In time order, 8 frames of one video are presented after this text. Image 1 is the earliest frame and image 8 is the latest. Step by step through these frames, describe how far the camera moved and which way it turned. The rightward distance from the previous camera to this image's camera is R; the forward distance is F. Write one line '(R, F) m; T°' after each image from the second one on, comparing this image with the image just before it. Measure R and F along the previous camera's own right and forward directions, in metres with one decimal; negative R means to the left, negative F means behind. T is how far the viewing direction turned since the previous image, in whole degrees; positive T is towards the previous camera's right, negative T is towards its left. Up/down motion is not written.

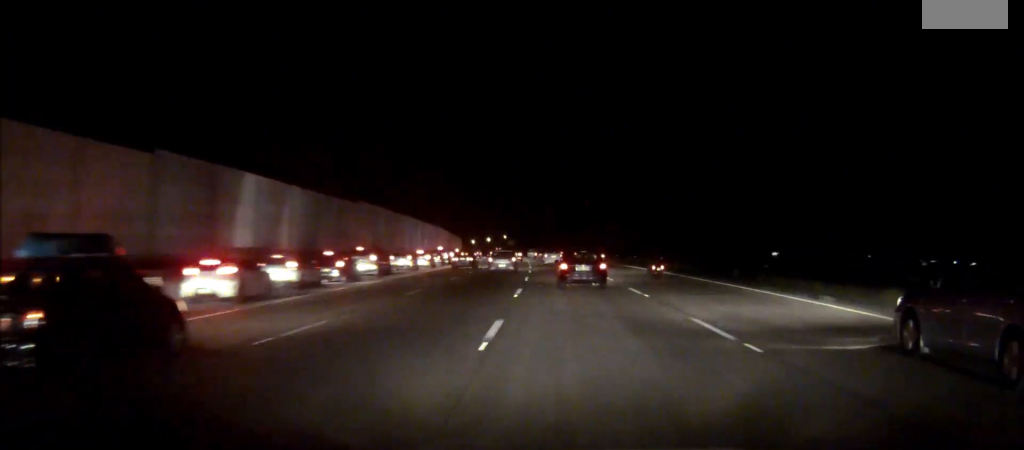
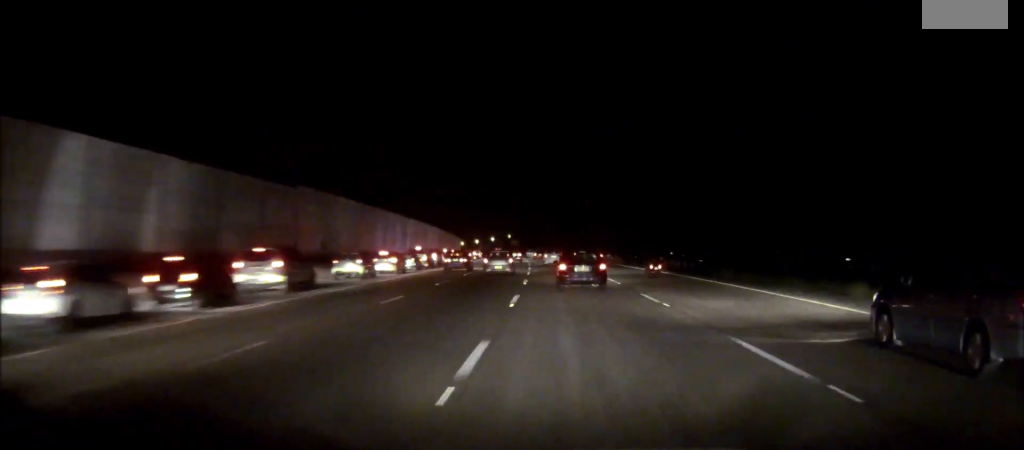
(-0.1, +15.6) m; 0°
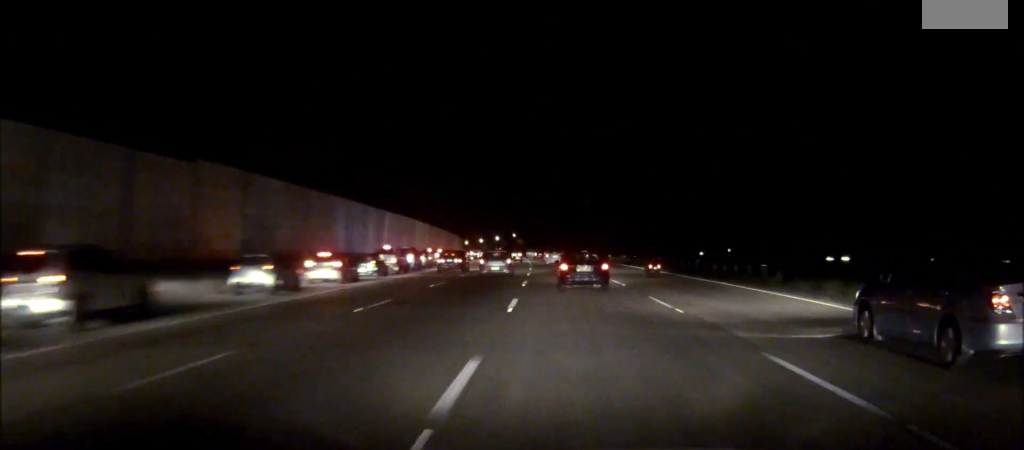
(0.0, +13.7) m; 0°
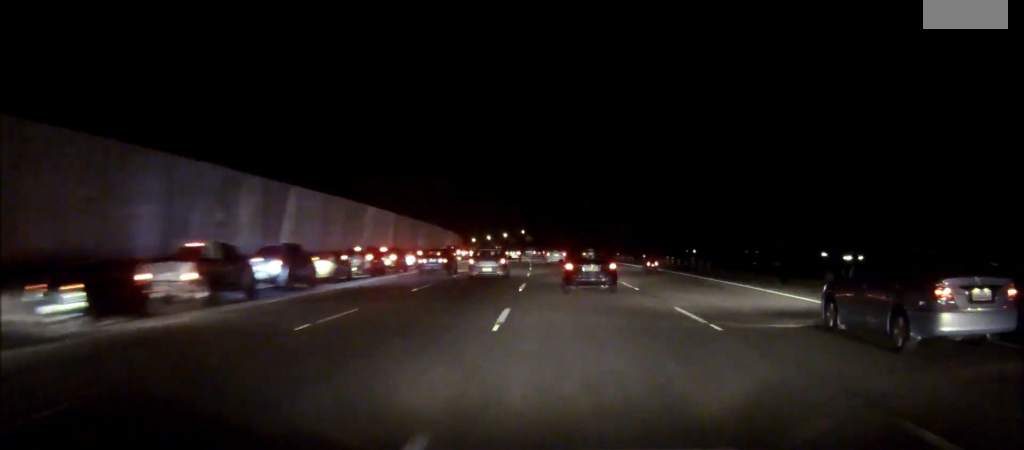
(-0.2, +28.3) m; -1°
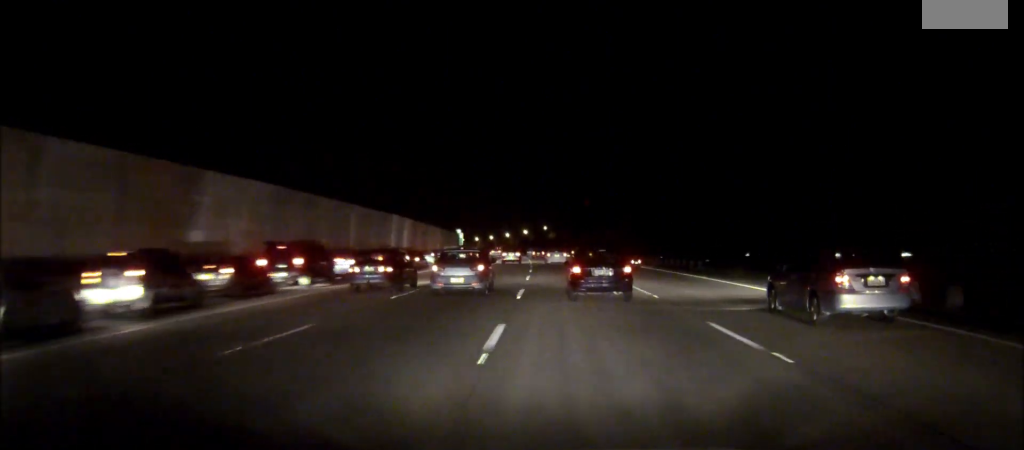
(-1.2, +64.0) m; -2°
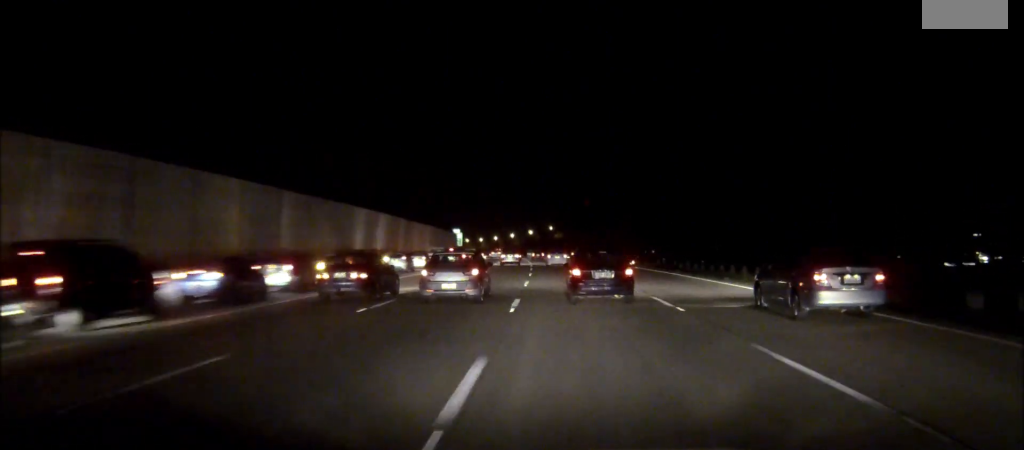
(-0.1, +16.0) m; 0°
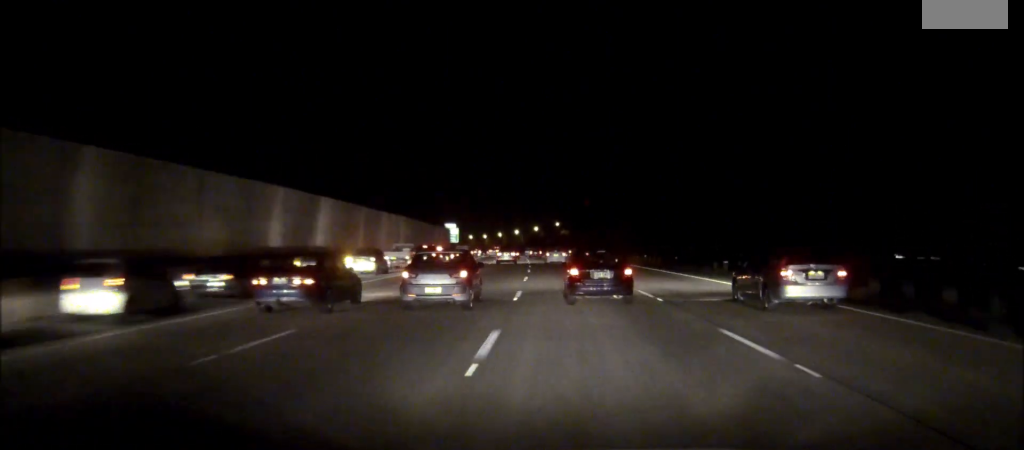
(-0.1, +21.3) m; 0°
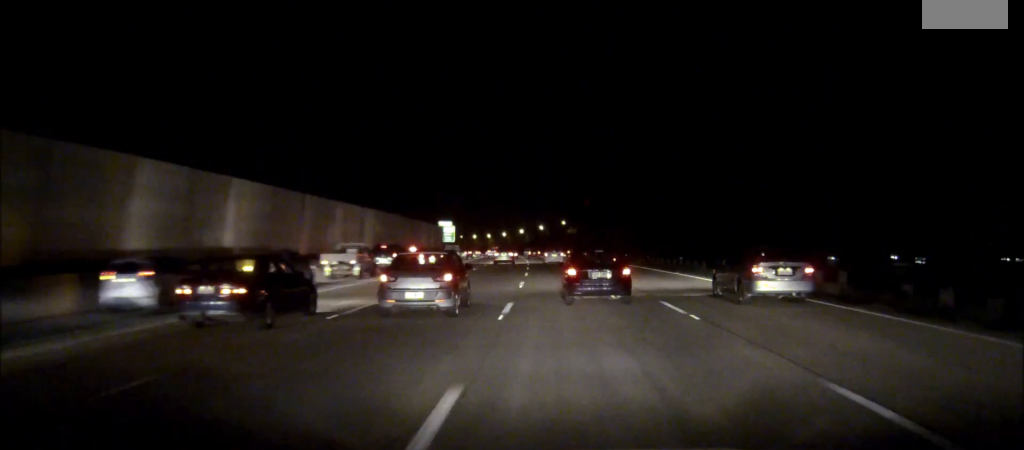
(-0.1, +17.5) m; 0°
